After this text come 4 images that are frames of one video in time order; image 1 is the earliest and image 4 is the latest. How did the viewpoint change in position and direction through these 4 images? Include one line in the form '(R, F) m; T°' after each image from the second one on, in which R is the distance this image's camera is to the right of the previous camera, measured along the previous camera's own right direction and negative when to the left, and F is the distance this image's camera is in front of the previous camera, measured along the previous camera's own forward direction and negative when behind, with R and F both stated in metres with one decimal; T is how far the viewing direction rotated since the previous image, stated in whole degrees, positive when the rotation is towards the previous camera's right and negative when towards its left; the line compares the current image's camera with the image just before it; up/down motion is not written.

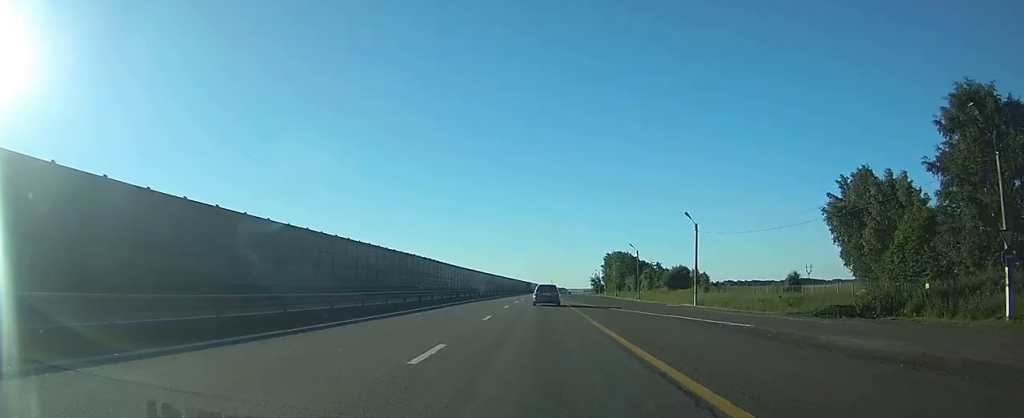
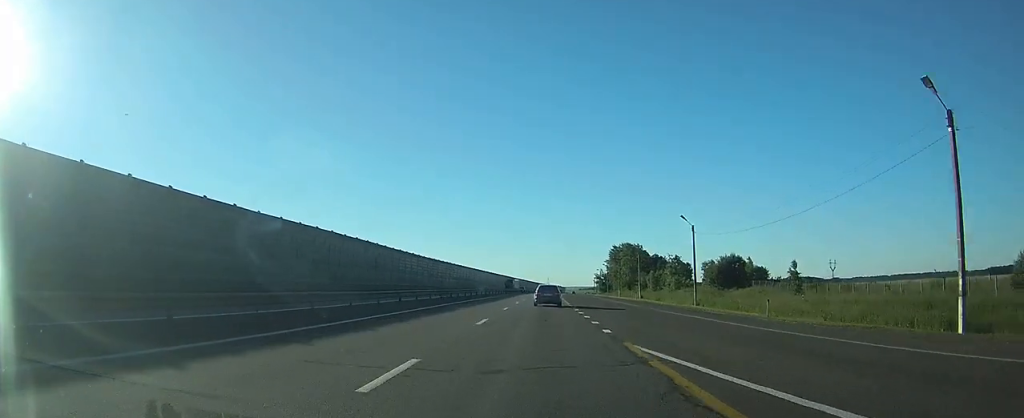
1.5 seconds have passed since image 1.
(+0.1, +37.9) m; 0°
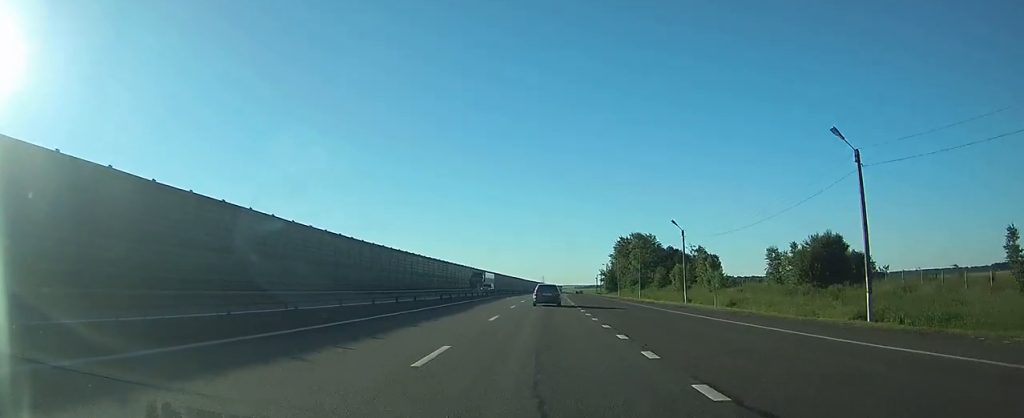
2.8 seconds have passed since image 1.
(+0.1, +33.6) m; 0°
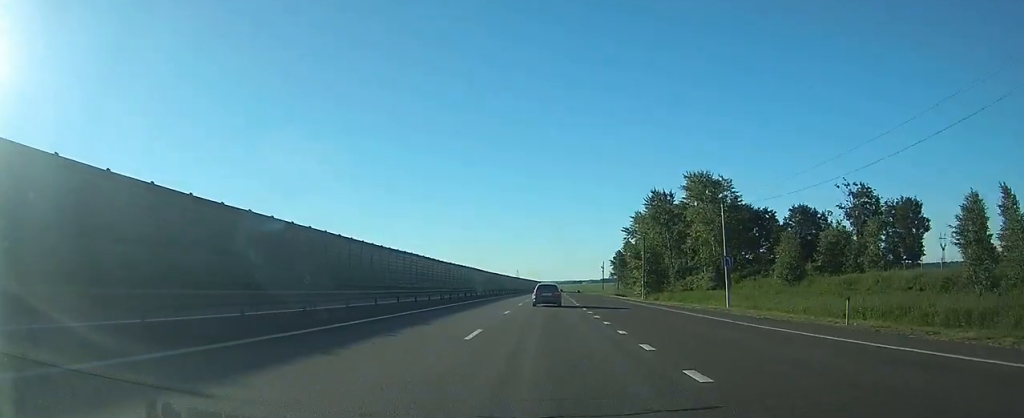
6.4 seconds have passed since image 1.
(+1.4, +90.8) m; +2°
